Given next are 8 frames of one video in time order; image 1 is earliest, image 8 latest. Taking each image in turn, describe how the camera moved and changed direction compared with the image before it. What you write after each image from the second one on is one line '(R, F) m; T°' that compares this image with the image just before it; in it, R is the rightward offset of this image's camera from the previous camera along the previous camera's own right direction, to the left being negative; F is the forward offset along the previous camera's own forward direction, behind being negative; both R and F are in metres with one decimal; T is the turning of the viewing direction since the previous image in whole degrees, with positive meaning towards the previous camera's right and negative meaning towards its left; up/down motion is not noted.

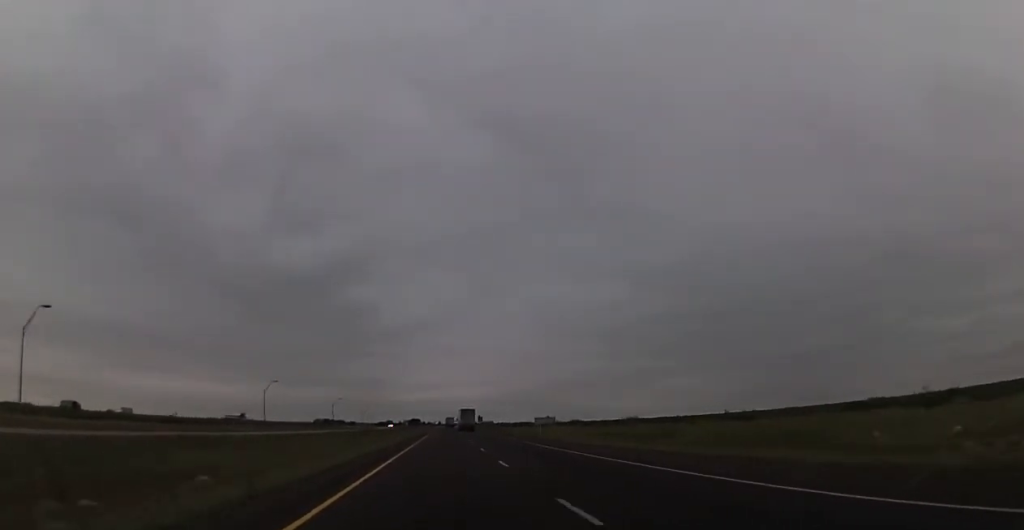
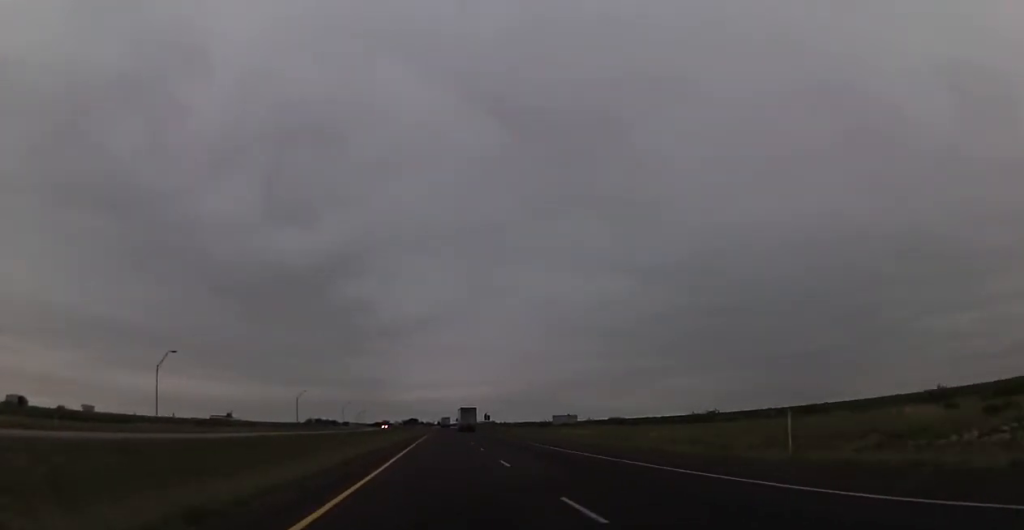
(0.0, +48.0) m; -1°
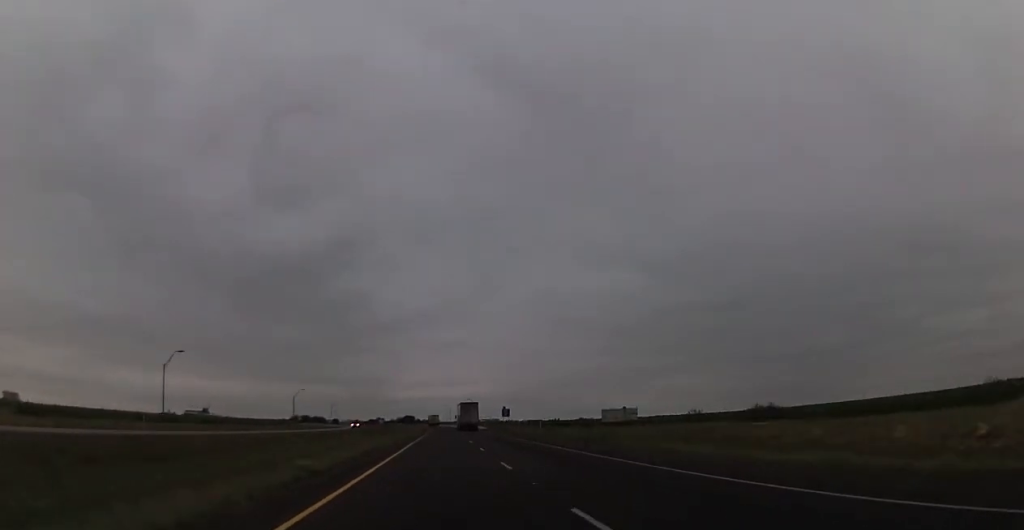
(-0.2, +74.1) m; 0°
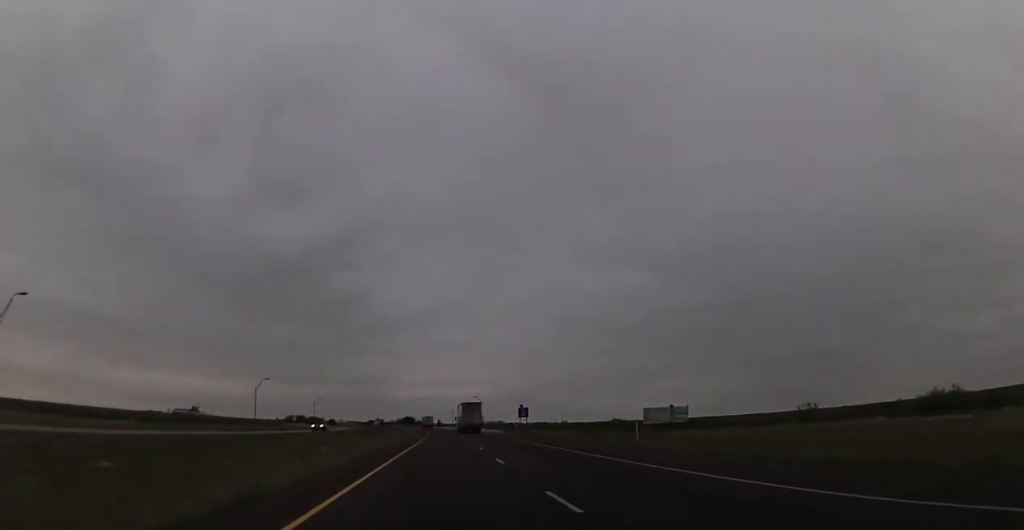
(+0.1, +33.4) m; 0°
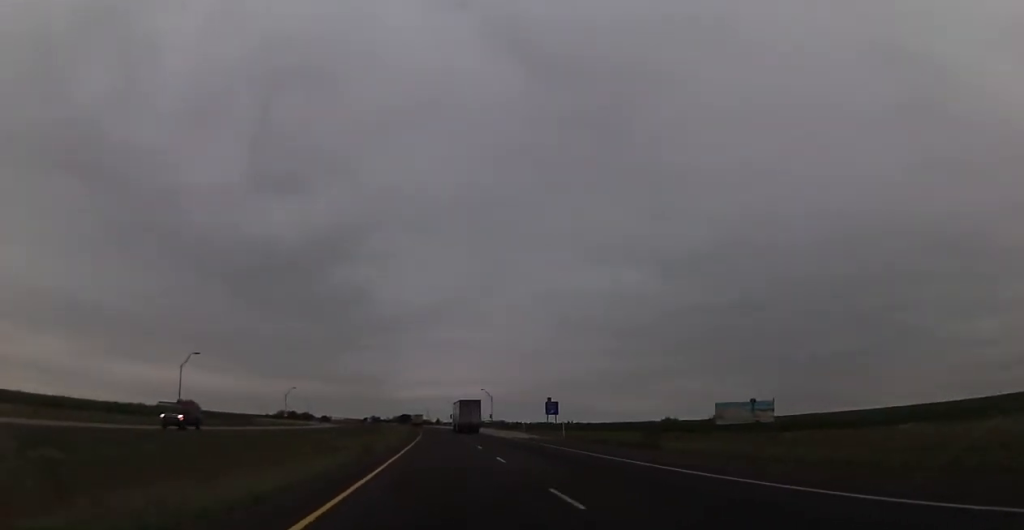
(0.0, +35.9) m; 0°
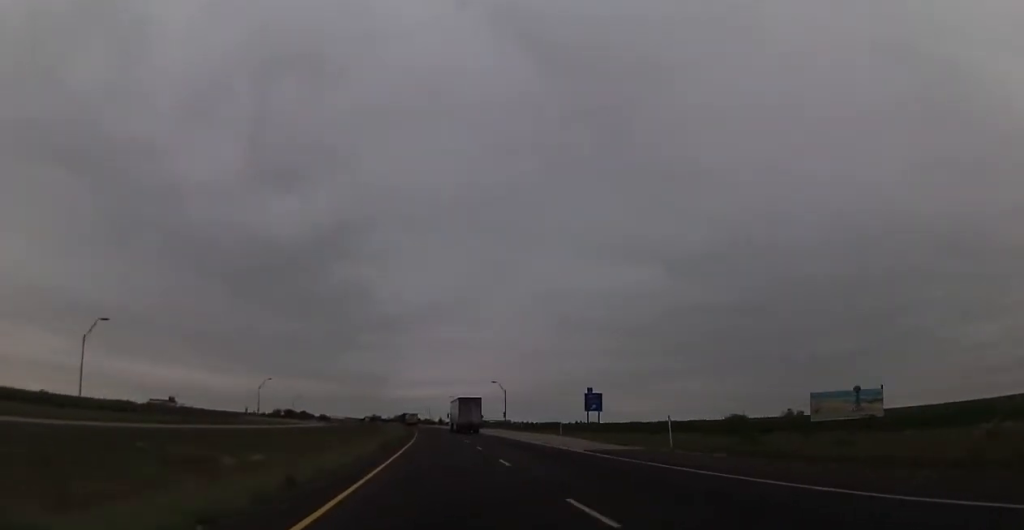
(0.0, +26.0) m; 0°
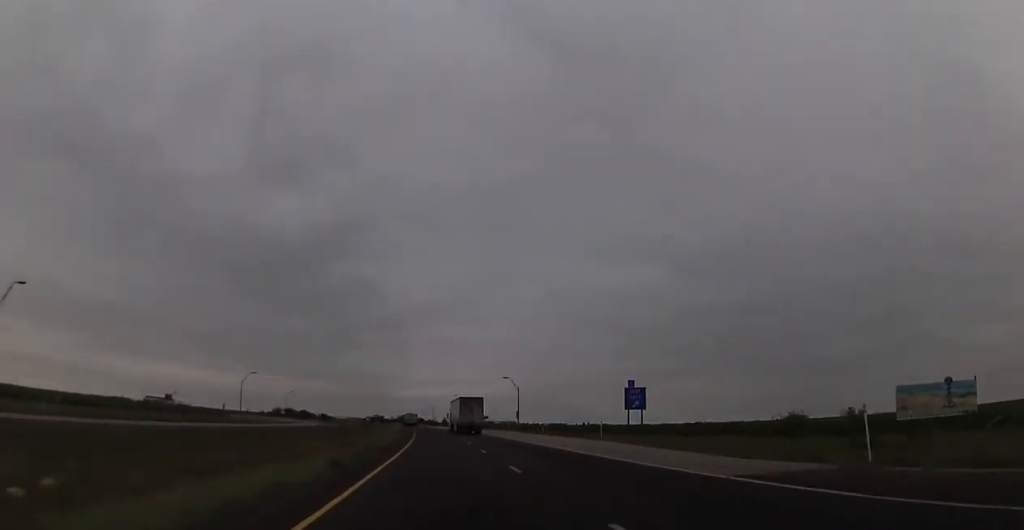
(0.0, +14.9) m; 0°
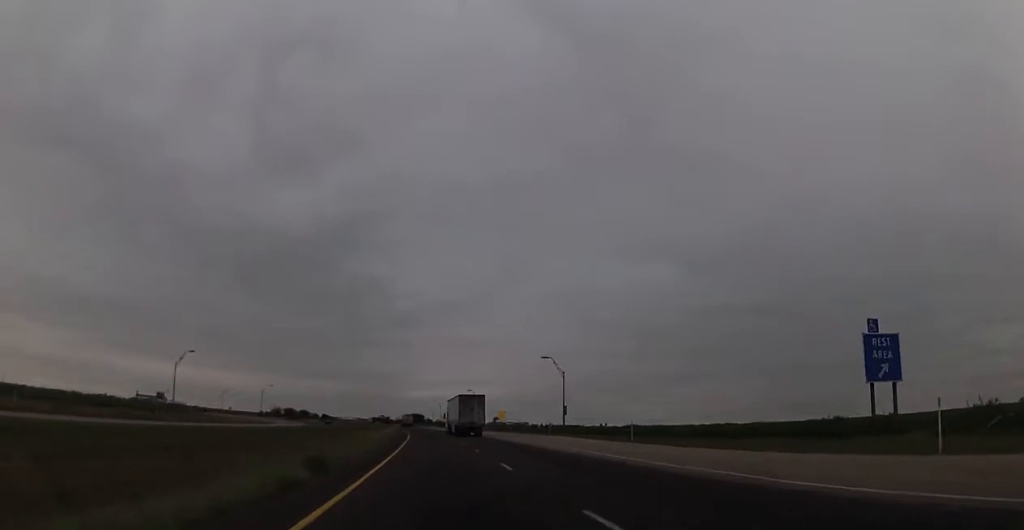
(0.0, +34.7) m; 0°
